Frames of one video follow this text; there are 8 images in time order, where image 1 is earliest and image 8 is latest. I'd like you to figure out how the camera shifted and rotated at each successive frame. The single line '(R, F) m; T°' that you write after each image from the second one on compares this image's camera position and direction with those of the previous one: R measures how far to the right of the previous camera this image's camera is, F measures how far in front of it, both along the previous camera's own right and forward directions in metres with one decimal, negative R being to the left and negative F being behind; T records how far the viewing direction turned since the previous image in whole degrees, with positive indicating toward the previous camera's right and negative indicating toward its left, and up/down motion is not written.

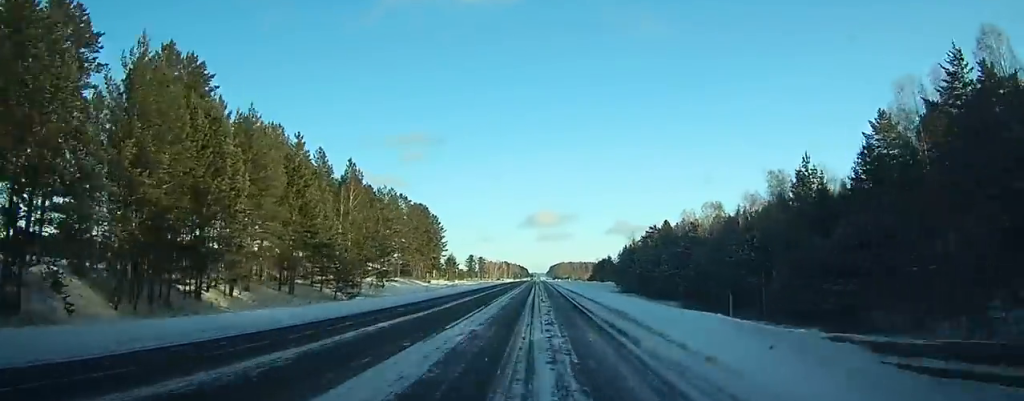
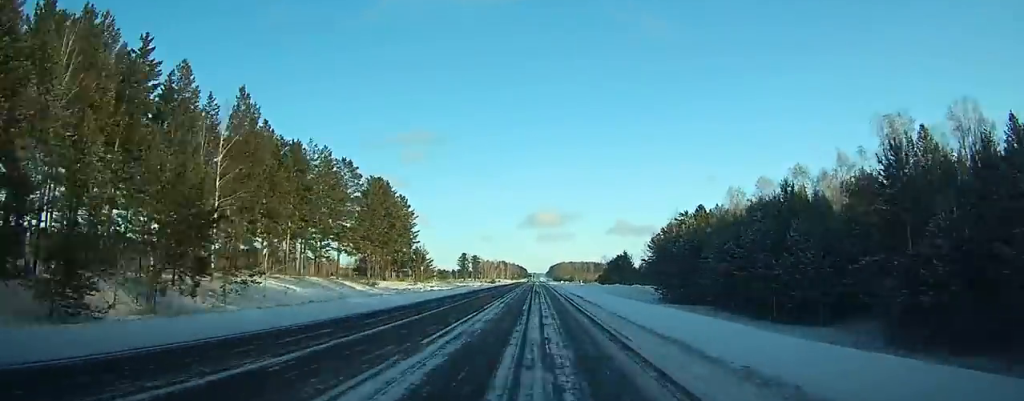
(+0.1, +38.8) m; 0°
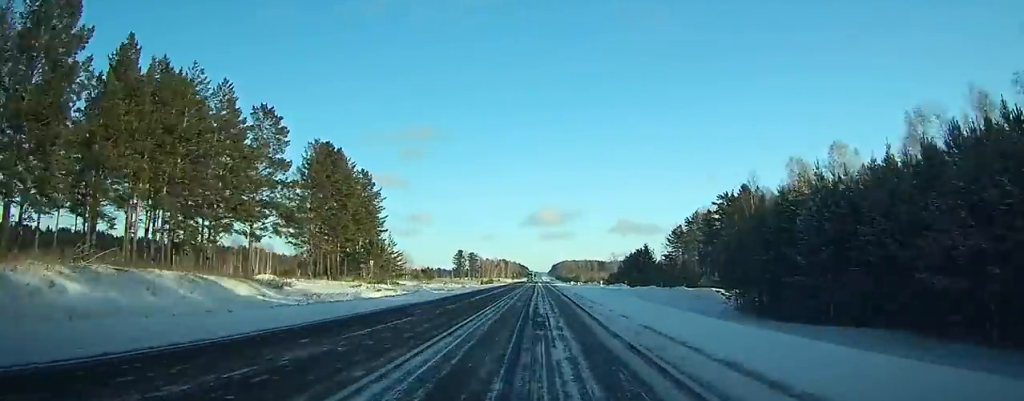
(-0.2, +29.1) m; 0°
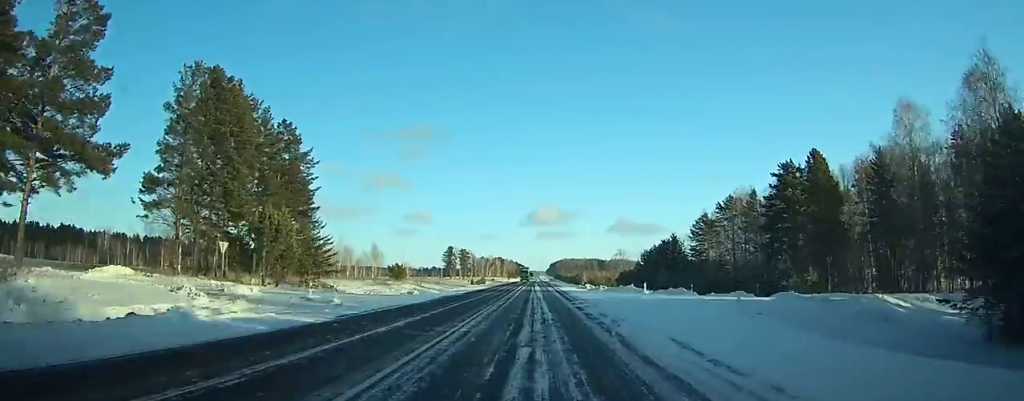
(0.0, +30.7) m; 0°
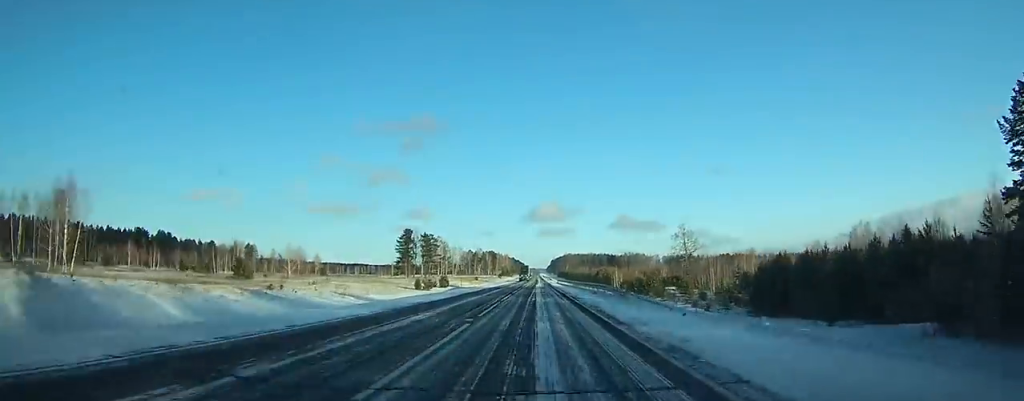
(-1.4, +109.9) m; -1°
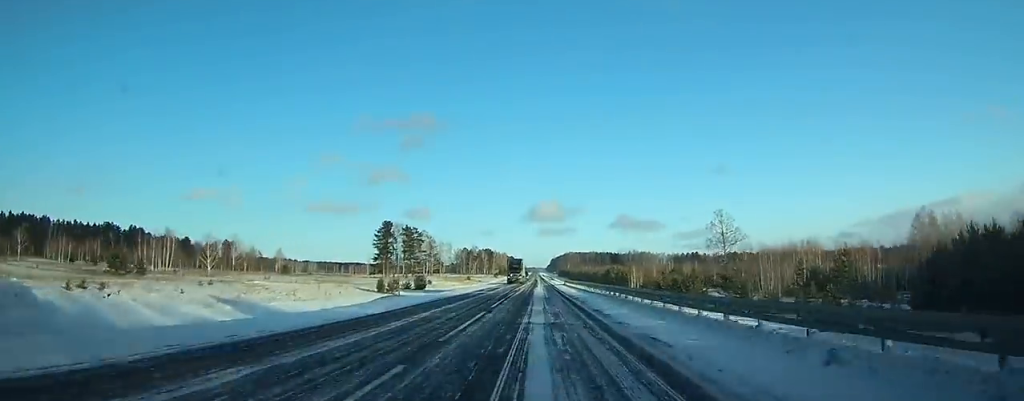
(+0.1, +30.6) m; 0°
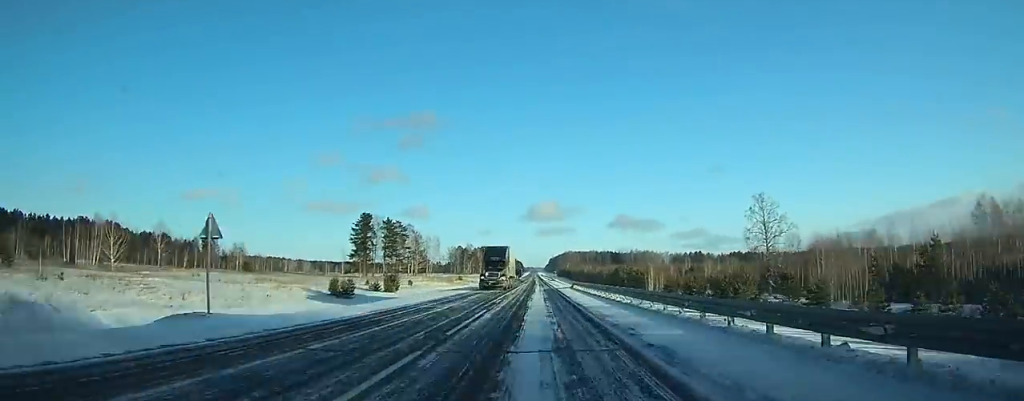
(-0.1, +22.6) m; 0°
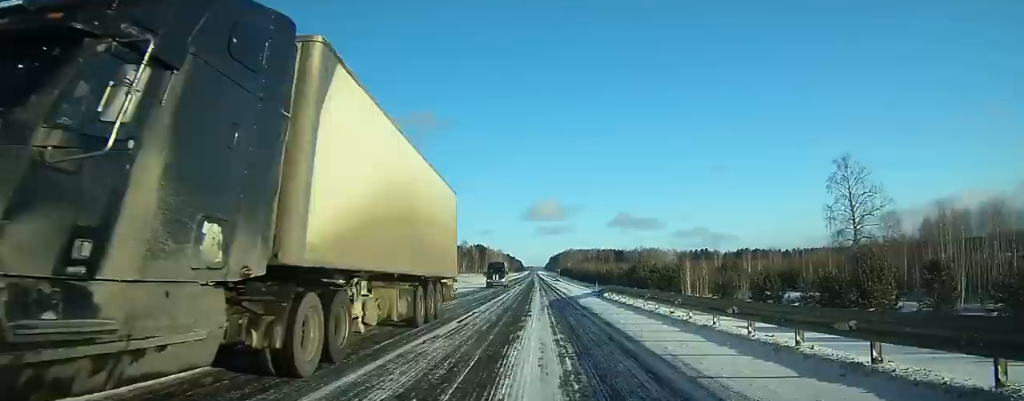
(+0.1, +27.4) m; 0°
